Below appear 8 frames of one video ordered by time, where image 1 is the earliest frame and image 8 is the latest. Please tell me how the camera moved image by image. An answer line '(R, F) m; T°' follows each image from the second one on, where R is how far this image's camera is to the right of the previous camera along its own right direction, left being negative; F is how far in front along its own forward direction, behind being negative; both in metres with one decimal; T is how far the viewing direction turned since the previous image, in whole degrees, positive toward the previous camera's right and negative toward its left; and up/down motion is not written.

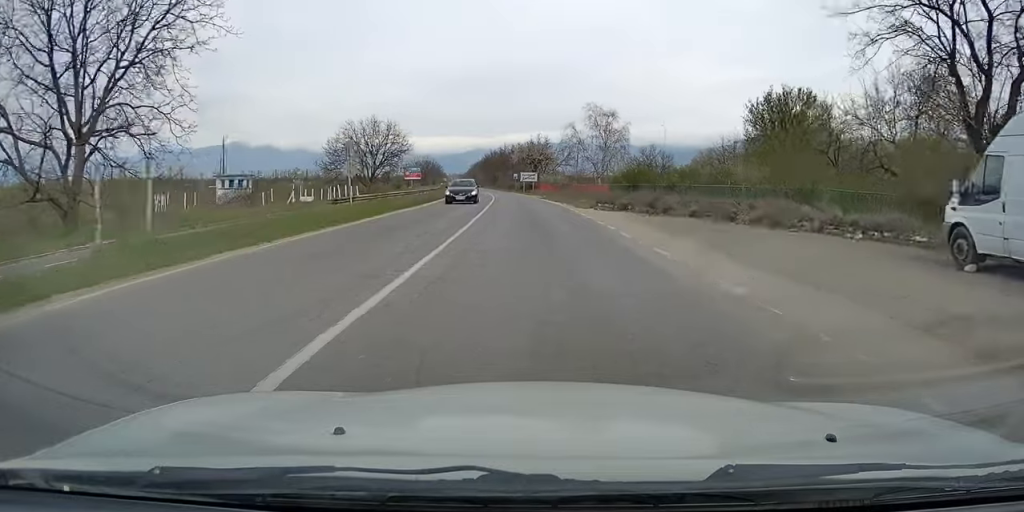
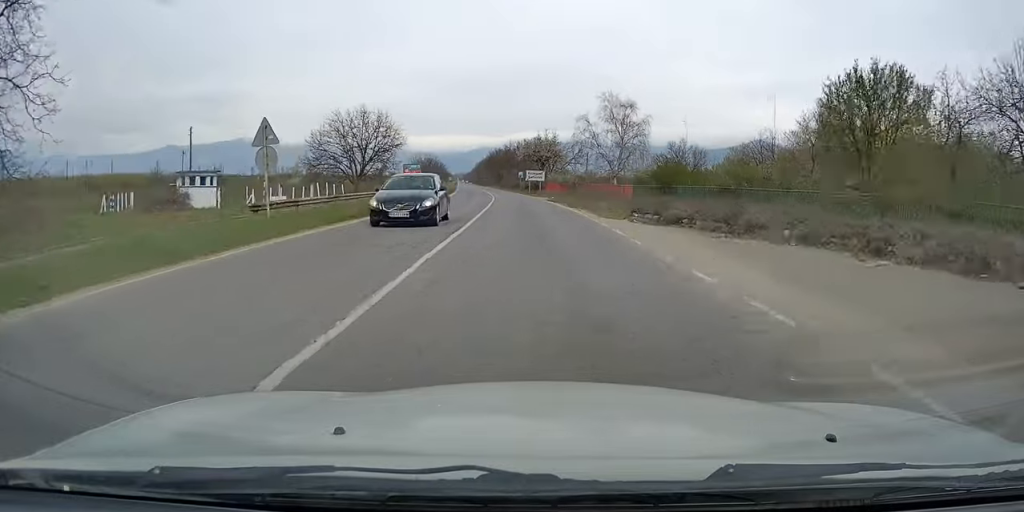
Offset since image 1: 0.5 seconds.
(-0.1, +8.8) m; -1°
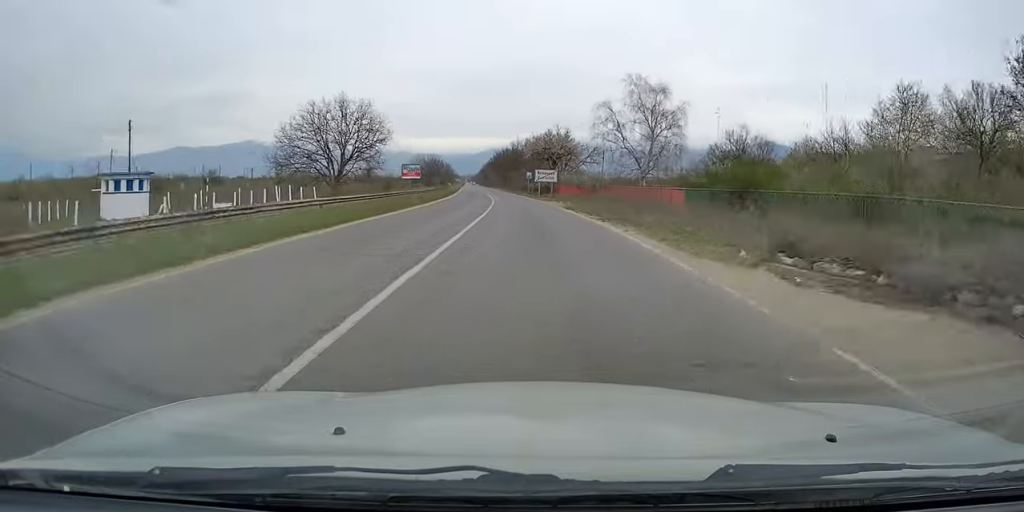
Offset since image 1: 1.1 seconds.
(-0.1, +12.2) m; -1°
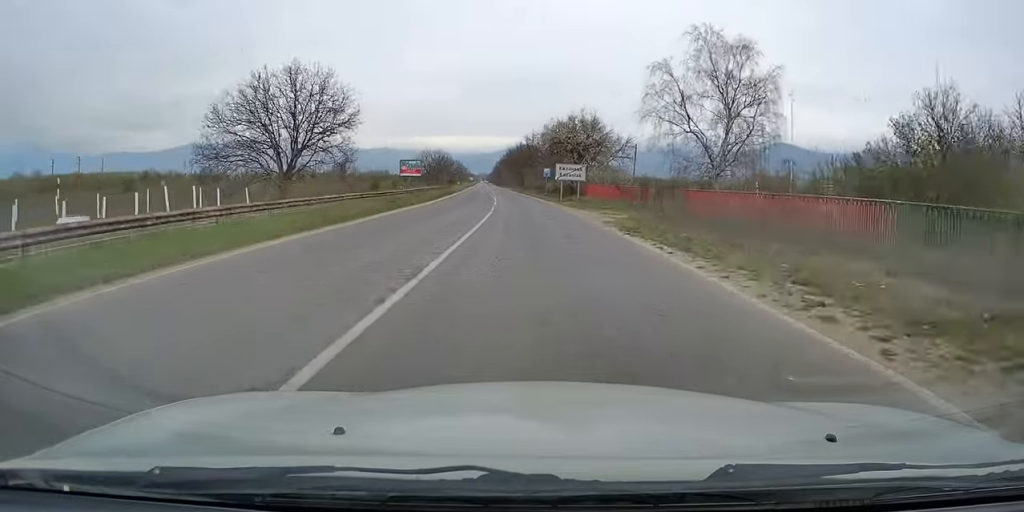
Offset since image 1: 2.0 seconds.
(-0.1, +18.0) m; -1°
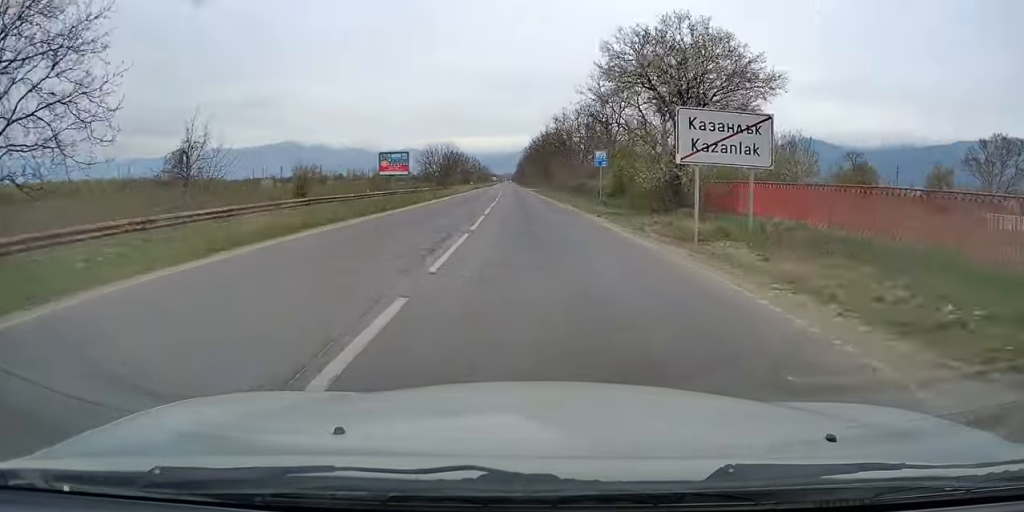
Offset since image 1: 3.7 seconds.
(-0.4, +35.7) m; -2°
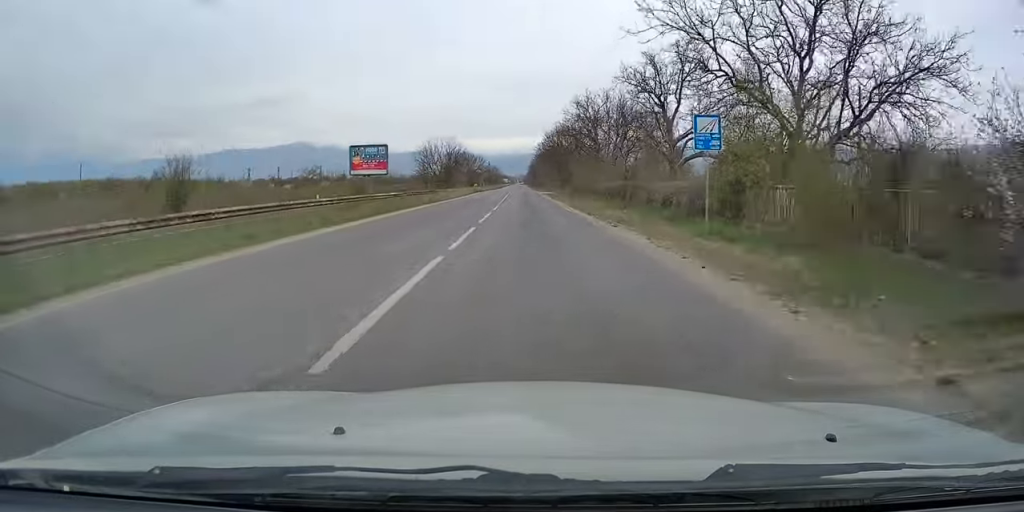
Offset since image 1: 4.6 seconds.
(-0.3, +20.2) m; -1°
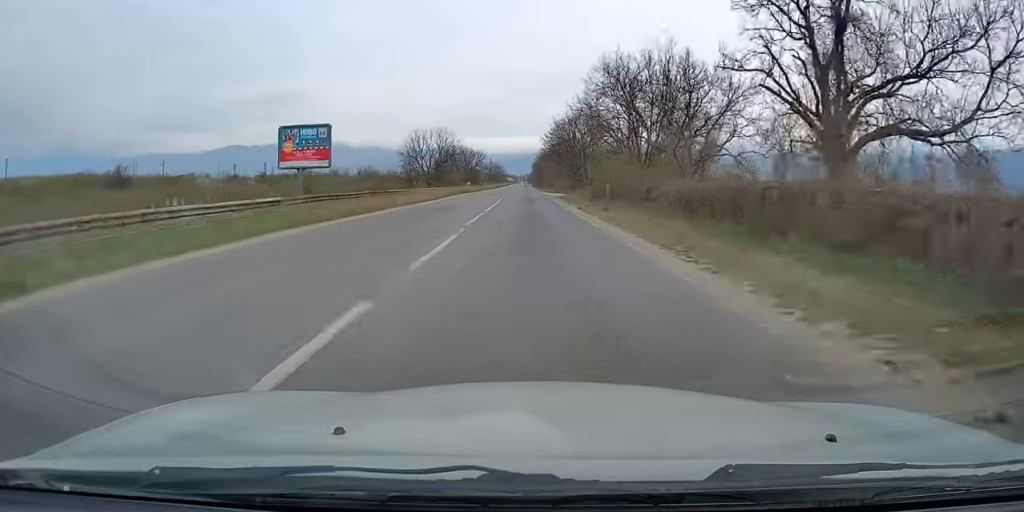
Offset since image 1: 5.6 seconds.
(0.0, +21.3) m; 0°
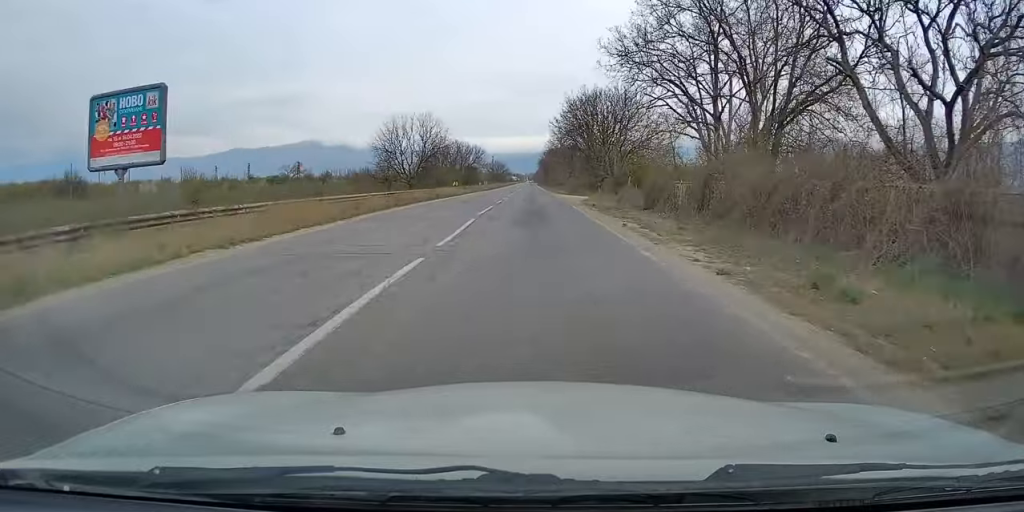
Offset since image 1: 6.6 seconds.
(-0.1, +23.1) m; 0°
